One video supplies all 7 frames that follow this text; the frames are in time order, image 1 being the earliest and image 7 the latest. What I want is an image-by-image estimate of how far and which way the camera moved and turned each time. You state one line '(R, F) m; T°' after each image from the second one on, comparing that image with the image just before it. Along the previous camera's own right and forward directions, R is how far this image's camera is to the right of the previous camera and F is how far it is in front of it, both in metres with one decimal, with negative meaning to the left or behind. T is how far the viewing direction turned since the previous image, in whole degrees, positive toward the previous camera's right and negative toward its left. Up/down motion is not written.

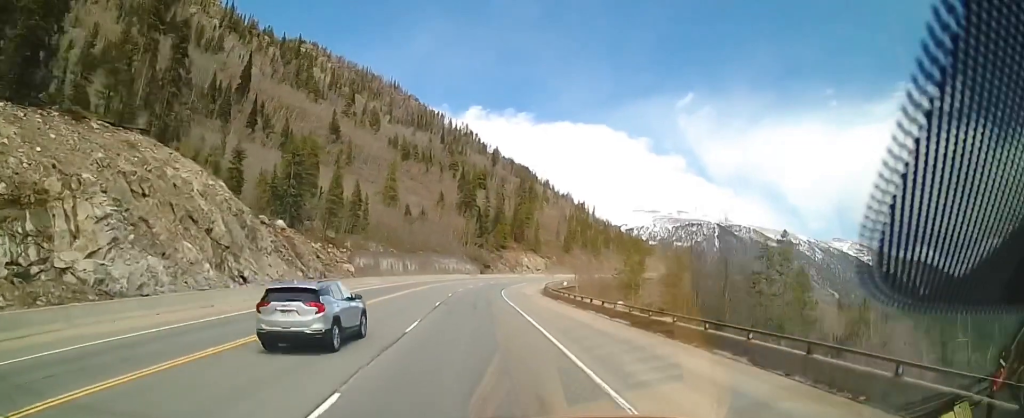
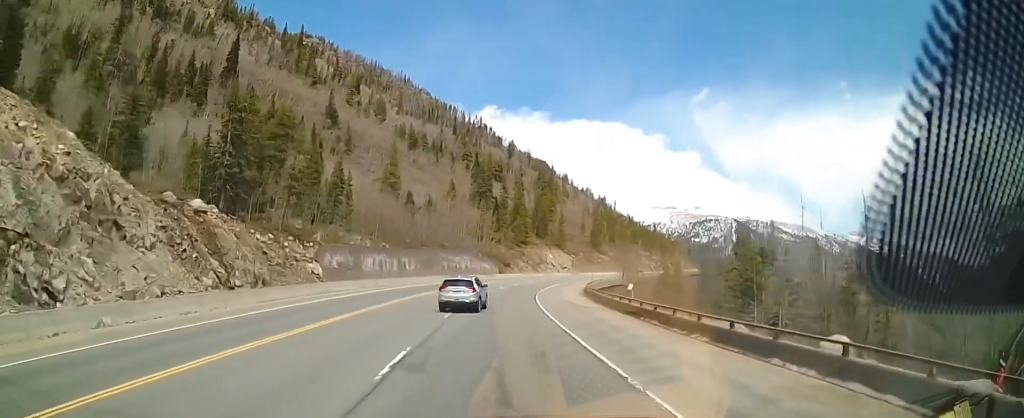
(+0.3, +21.8) m; +3°
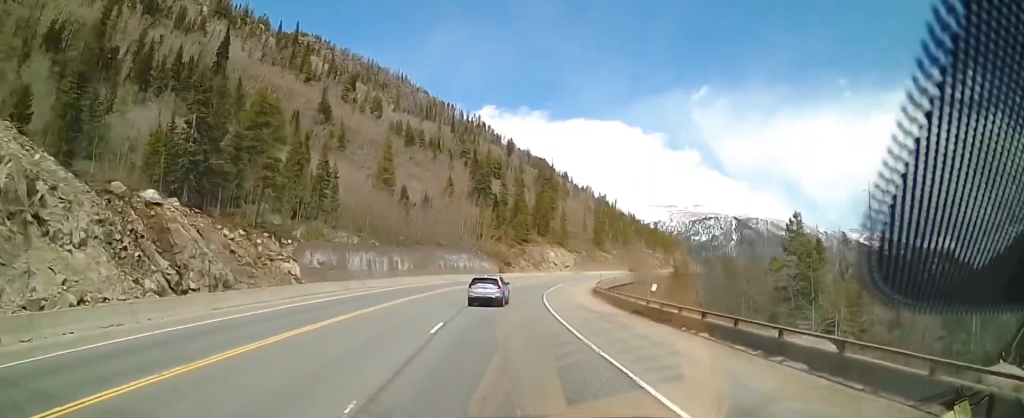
(0.0, +6.2) m; +1°
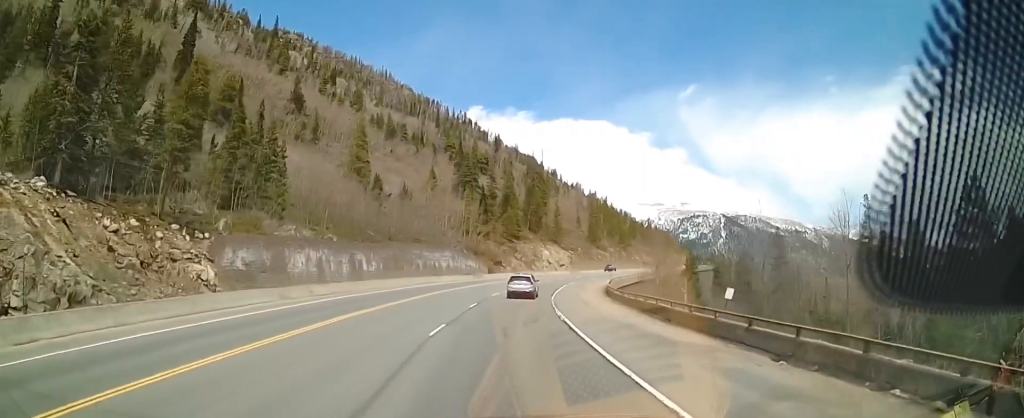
(+0.3, +13.2) m; +1°
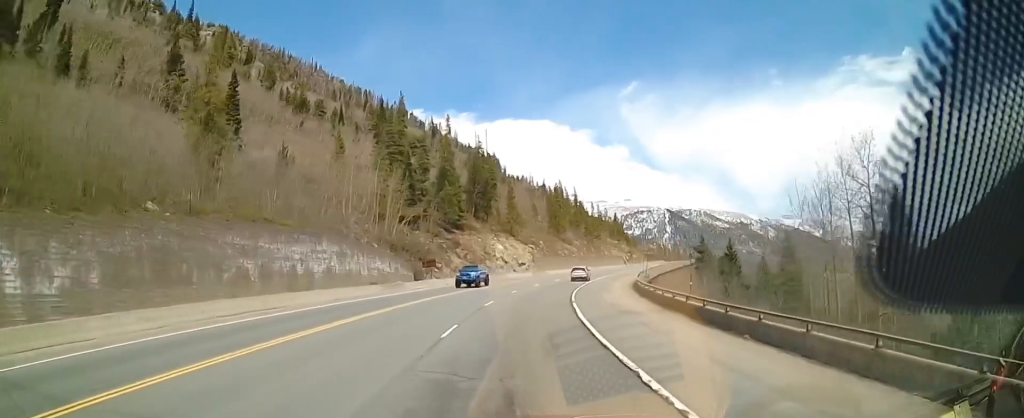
(+1.1, +37.7) m; +6°
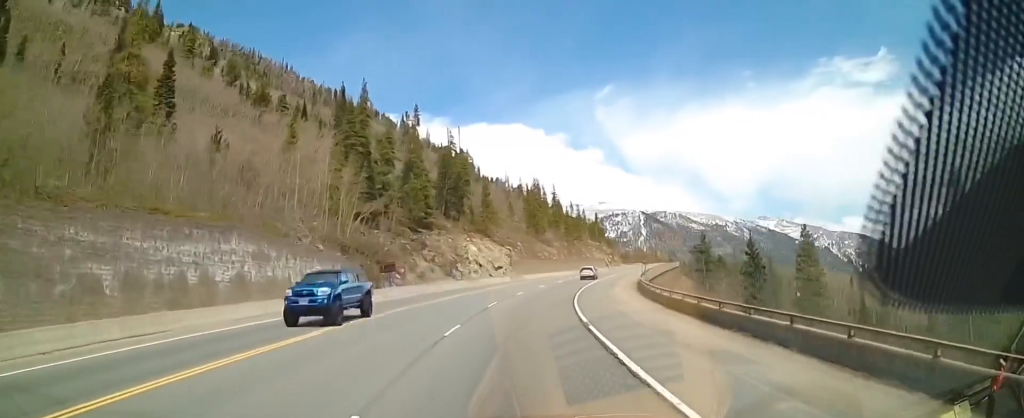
(+0.4, +11.3) m; +5°
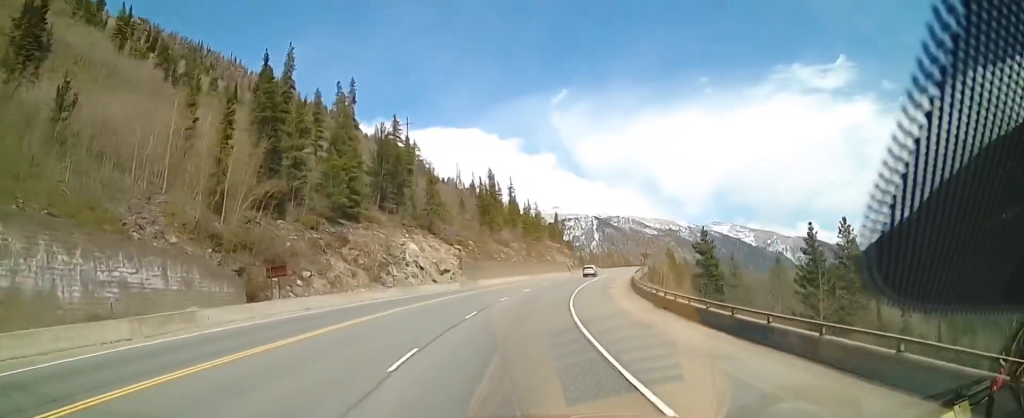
(+1.5, +18.0) m; +6°
